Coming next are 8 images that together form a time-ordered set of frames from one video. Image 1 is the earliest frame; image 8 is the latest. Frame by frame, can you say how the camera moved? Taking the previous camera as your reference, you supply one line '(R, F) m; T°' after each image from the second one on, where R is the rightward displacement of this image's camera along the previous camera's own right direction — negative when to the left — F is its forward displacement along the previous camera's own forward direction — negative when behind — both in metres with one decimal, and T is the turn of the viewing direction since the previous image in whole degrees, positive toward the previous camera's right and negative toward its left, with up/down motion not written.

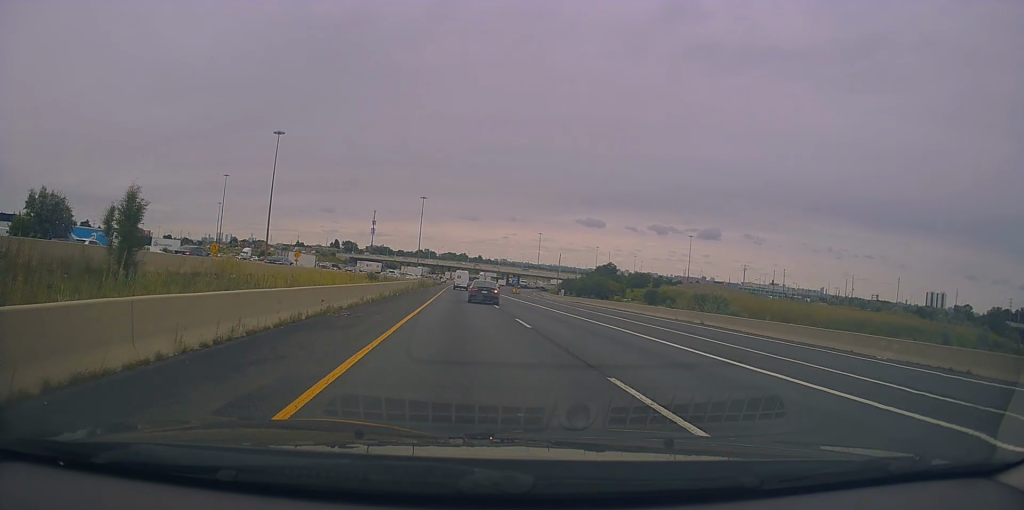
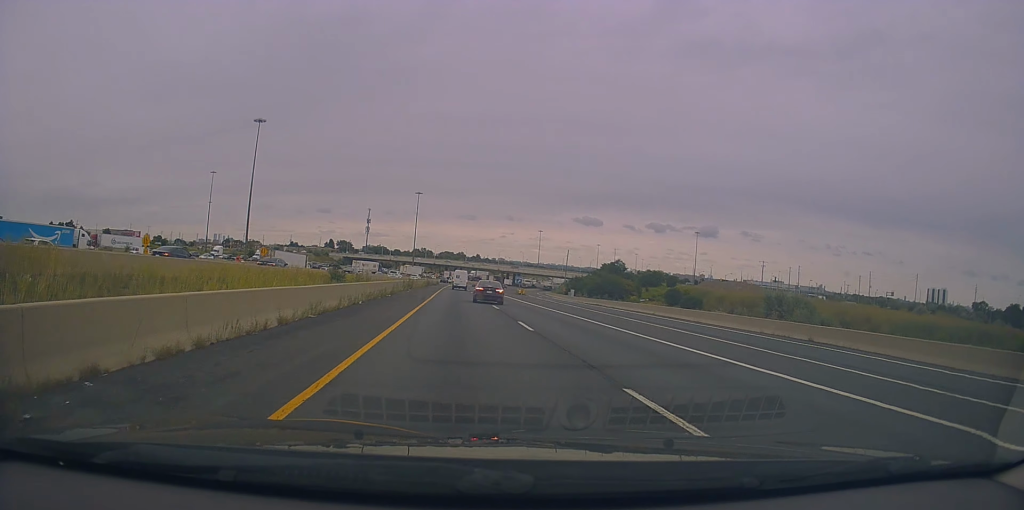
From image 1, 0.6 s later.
(-0.1, +13.8) m; -1°
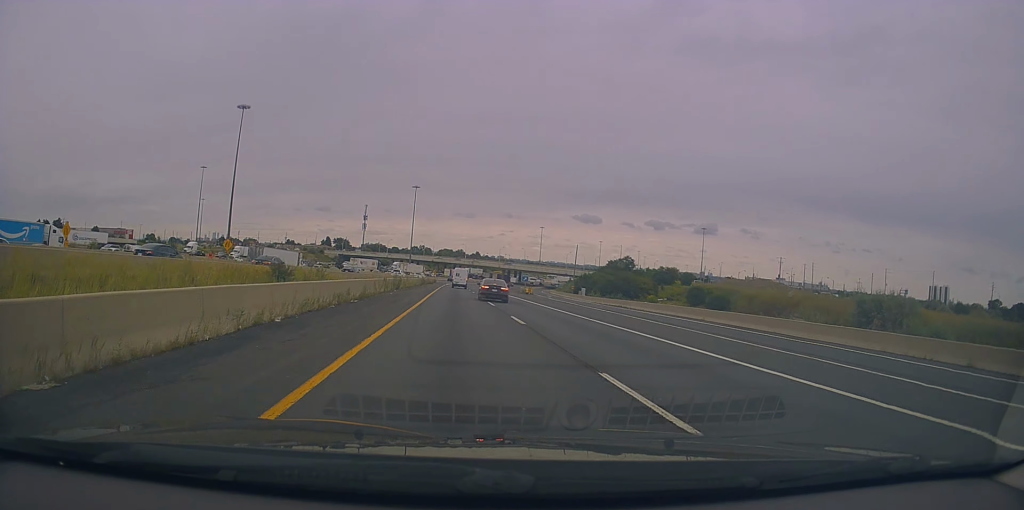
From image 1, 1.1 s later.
(0.0, +11.1) m; +1°
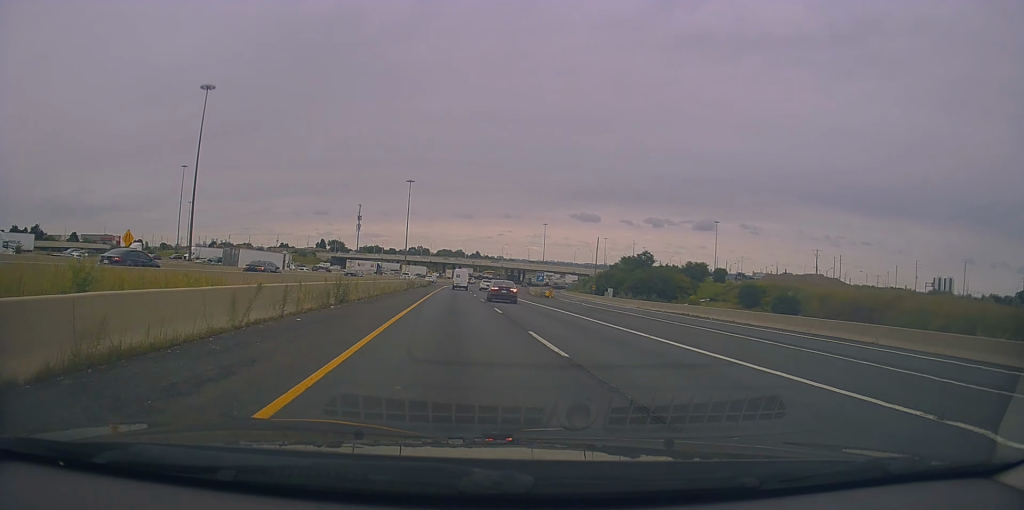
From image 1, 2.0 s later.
(+0.2, +19.4) m; +1°
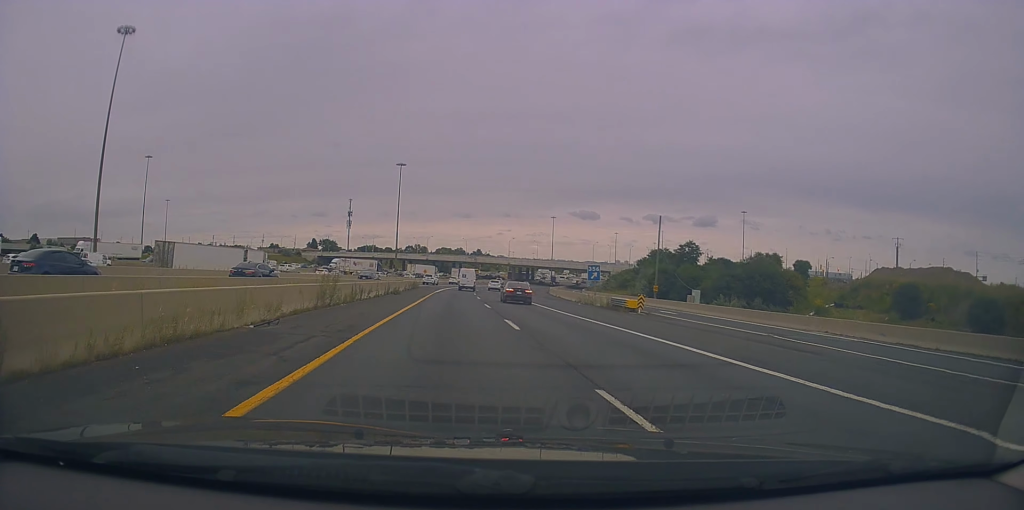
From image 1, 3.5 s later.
(-0.5, +33.5) m; -2°
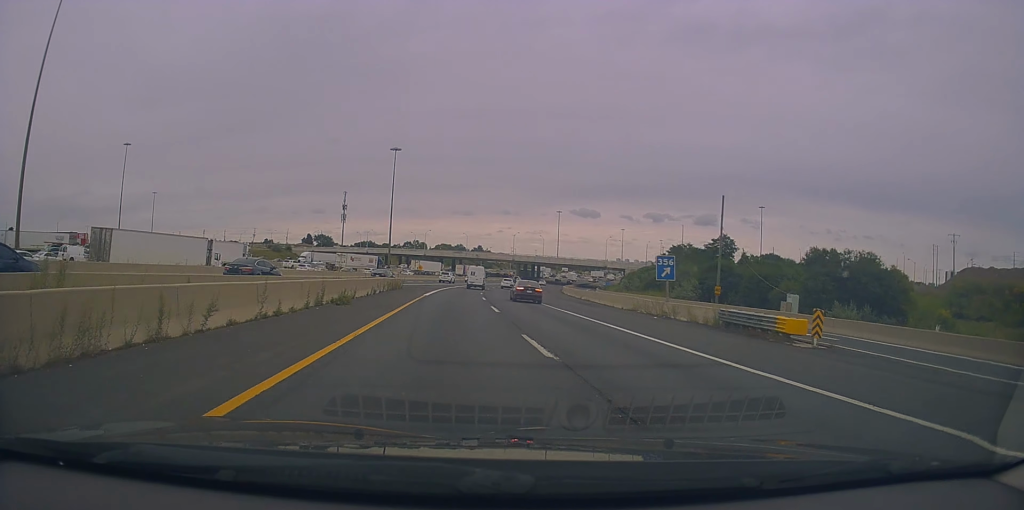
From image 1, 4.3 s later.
(0.0, +18.5) m; +2°
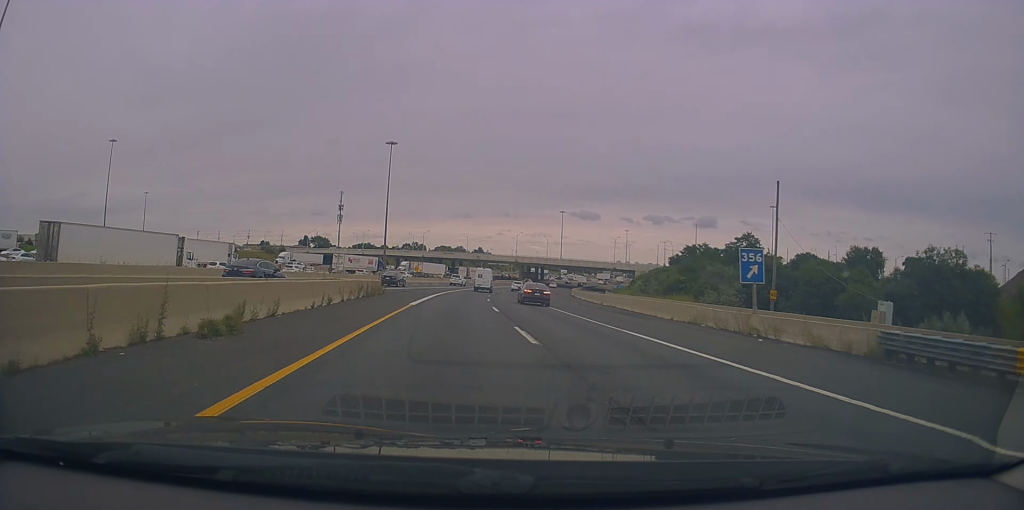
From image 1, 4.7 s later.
(-0.1, +10.8) m; +1°
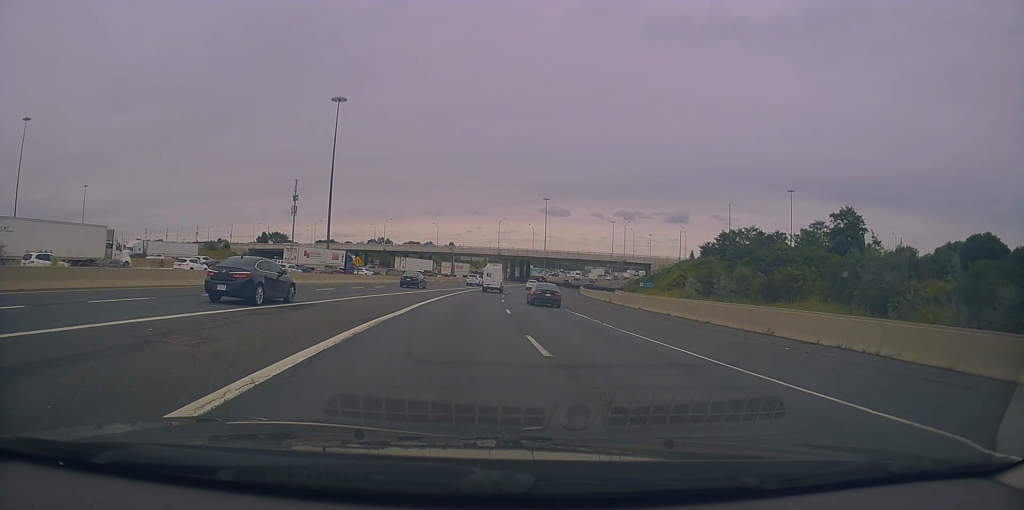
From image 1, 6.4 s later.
(+0.6, +39.1) m; +2°
